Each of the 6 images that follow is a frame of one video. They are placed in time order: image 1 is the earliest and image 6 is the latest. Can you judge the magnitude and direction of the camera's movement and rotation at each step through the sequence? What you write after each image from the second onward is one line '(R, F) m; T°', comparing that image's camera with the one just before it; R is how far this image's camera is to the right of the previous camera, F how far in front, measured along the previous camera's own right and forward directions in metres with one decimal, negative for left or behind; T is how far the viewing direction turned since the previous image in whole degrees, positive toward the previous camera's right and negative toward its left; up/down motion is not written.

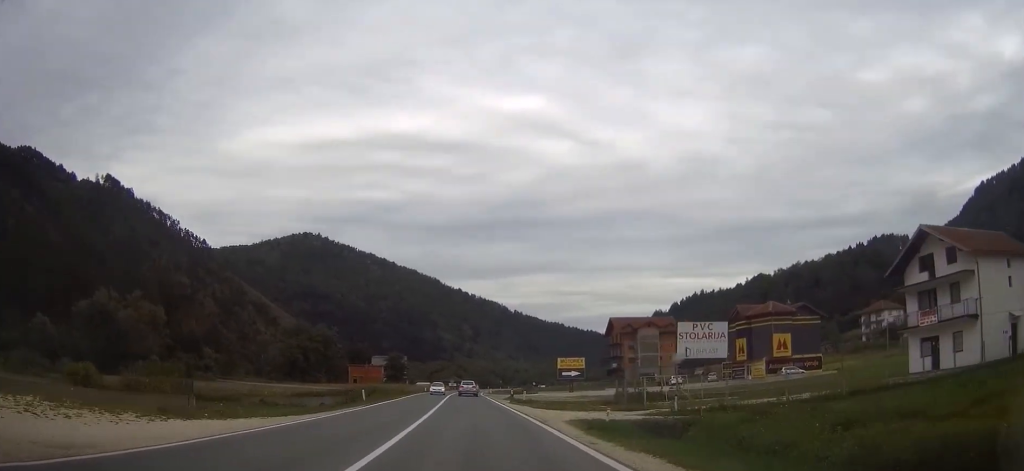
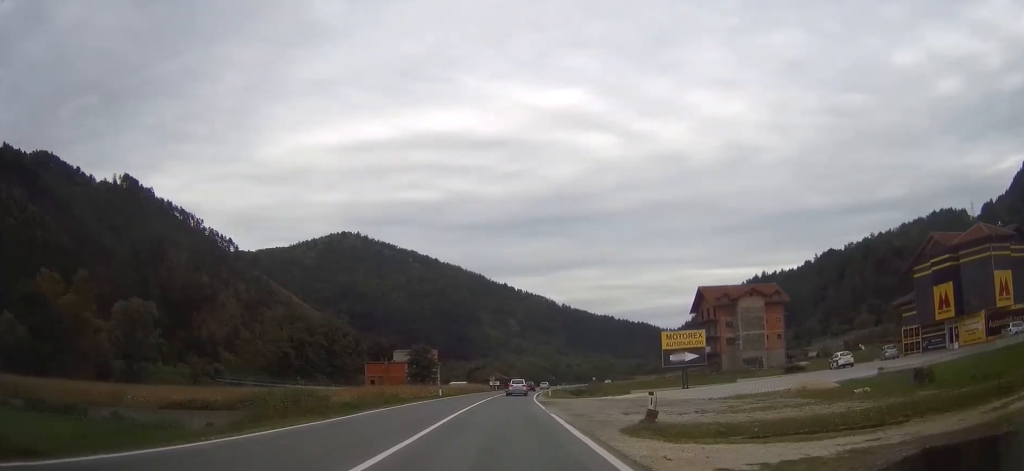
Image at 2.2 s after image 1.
(-1.3, +41.9) m; -3°
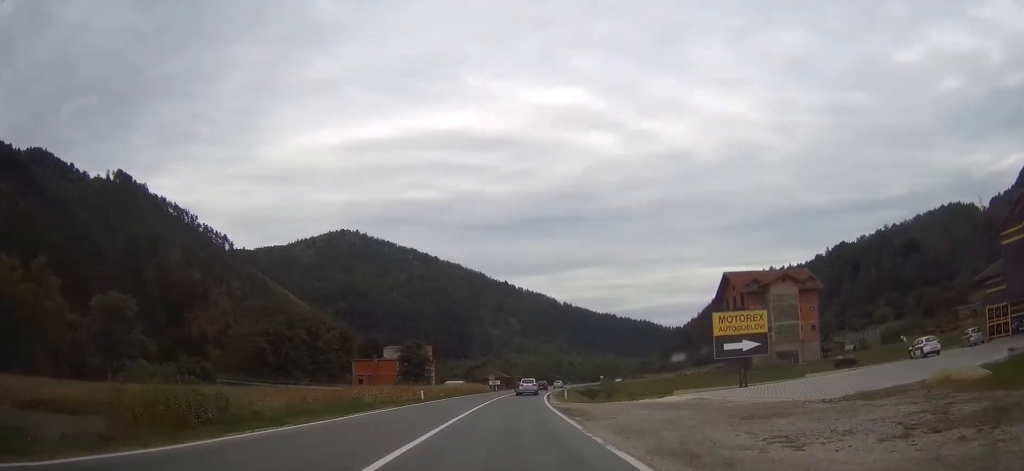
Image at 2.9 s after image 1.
(-0.1, +14.9) m; -1°
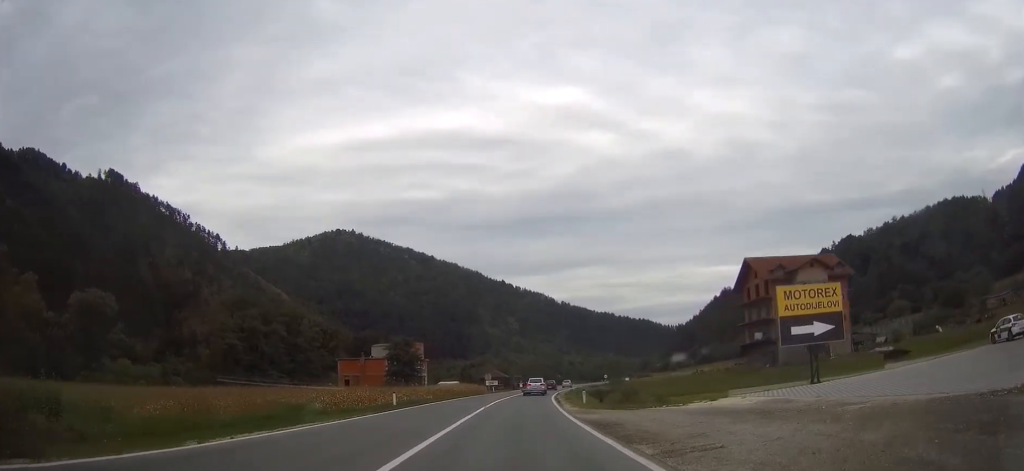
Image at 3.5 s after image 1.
(0.0, +11.7) m; 0°
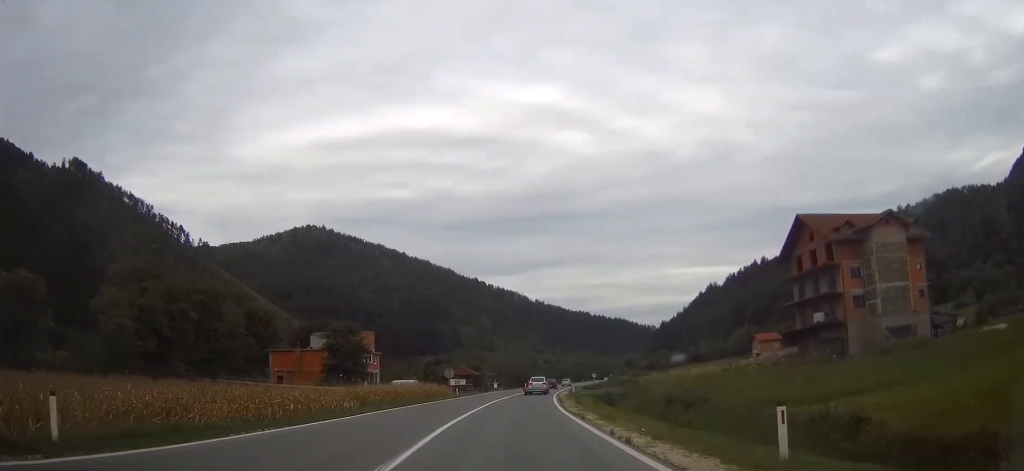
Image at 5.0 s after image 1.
(+0.3, +27.8) m; +2°
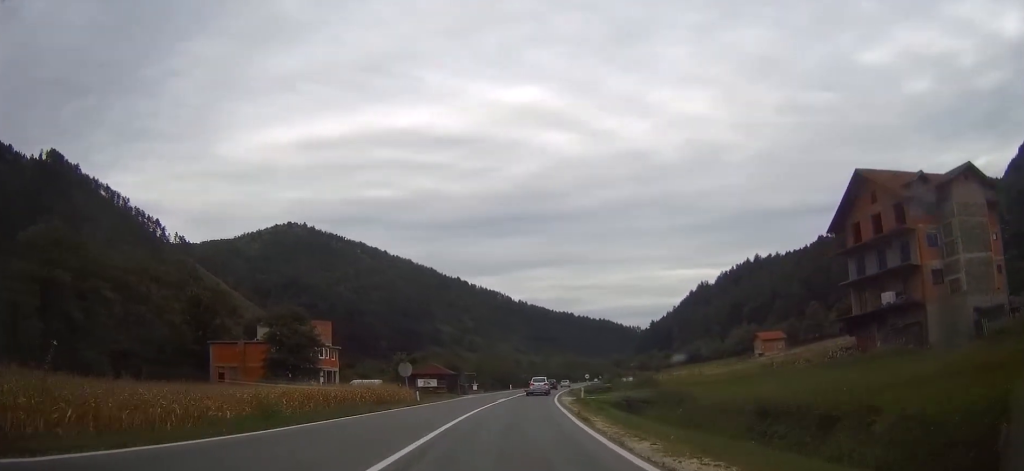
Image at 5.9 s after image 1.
(+0.3, +18.1) m; +2°
